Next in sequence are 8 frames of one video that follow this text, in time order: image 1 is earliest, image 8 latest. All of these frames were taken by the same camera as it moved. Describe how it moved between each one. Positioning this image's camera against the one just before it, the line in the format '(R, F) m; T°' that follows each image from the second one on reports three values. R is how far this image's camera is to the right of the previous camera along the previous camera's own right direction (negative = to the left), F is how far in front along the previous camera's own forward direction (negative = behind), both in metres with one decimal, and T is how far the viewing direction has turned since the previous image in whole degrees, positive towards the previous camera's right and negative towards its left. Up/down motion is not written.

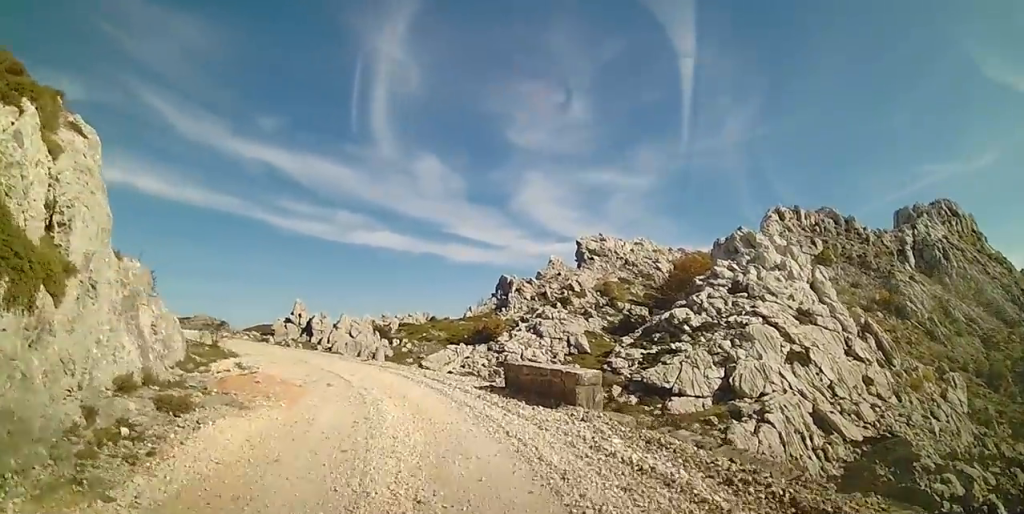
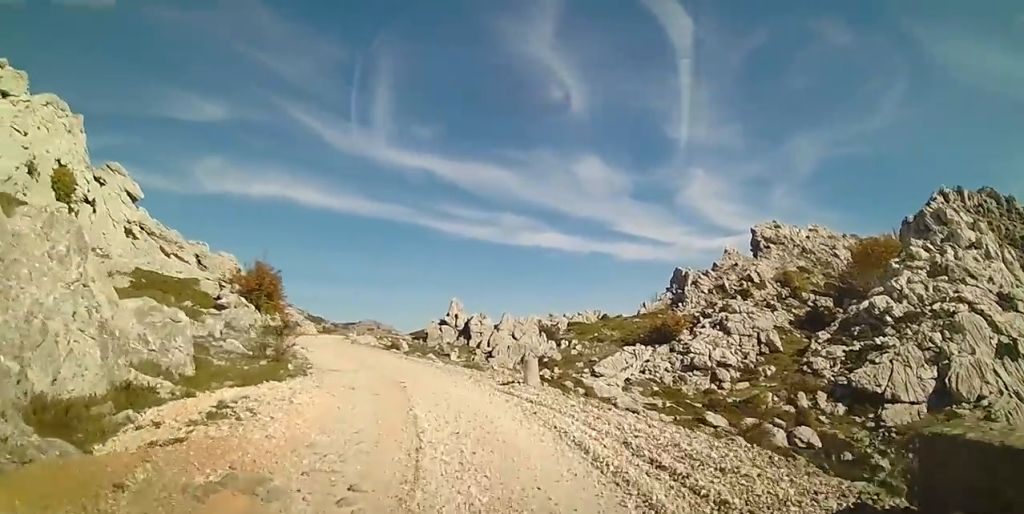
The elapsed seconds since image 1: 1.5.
(-1.4, +8.3) m; -20°
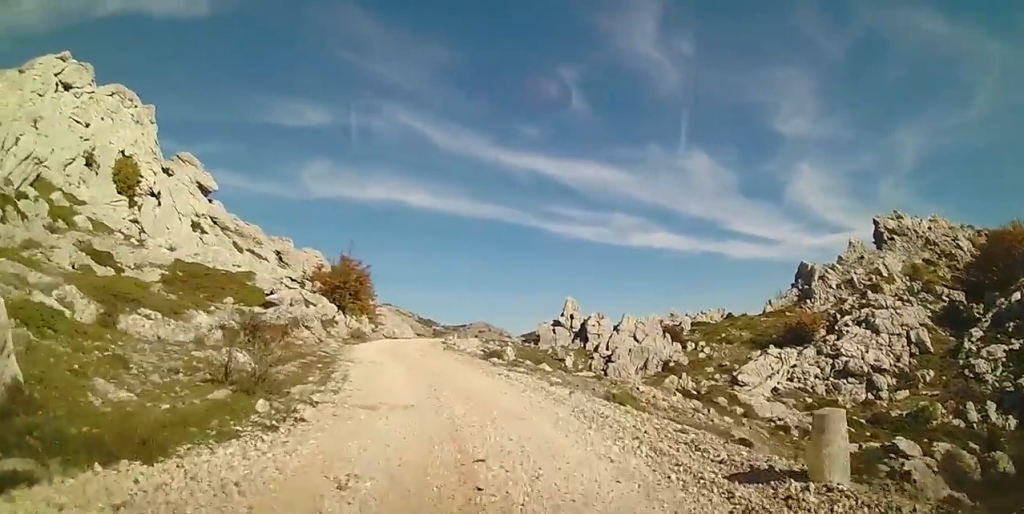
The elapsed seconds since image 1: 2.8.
(-0.9, +7.4) m; -15°
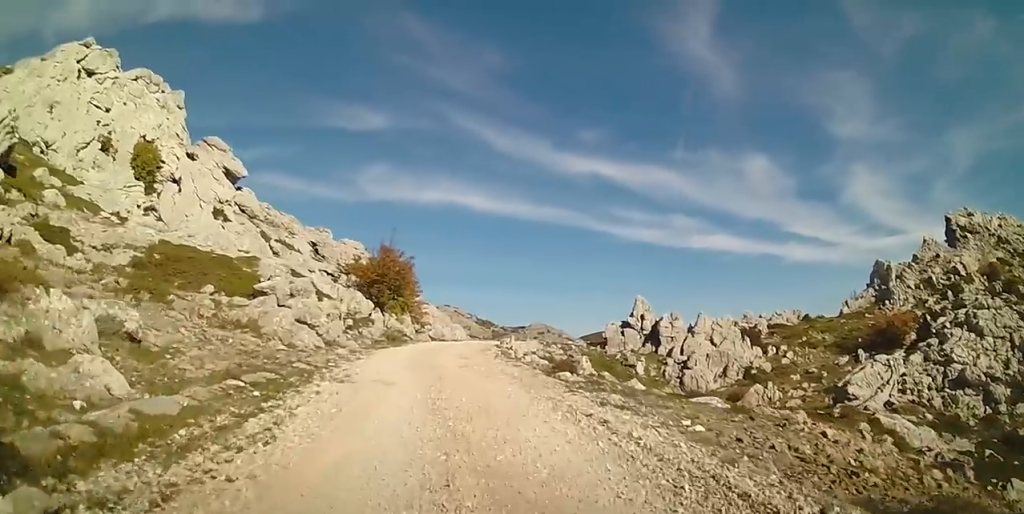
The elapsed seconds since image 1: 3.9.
(-0.6, +6.6) m; -7°
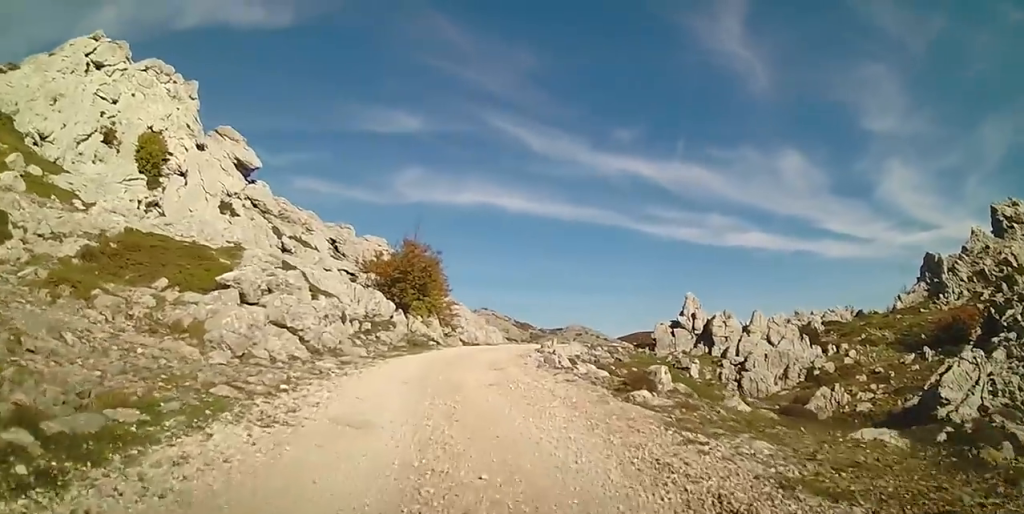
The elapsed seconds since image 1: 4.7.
(-0.2, +4.8) m; 0°
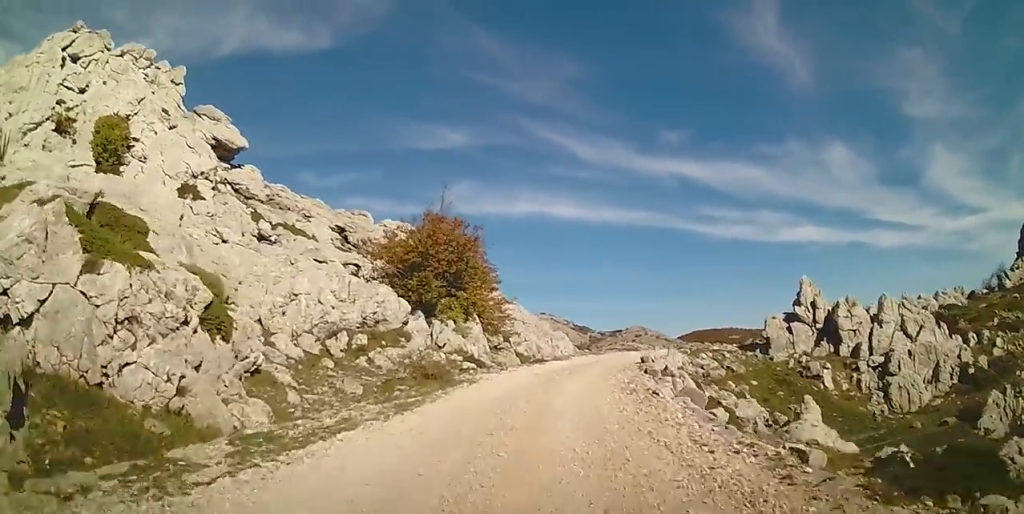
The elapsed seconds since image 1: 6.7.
(0.0, +12.9) m; -3°
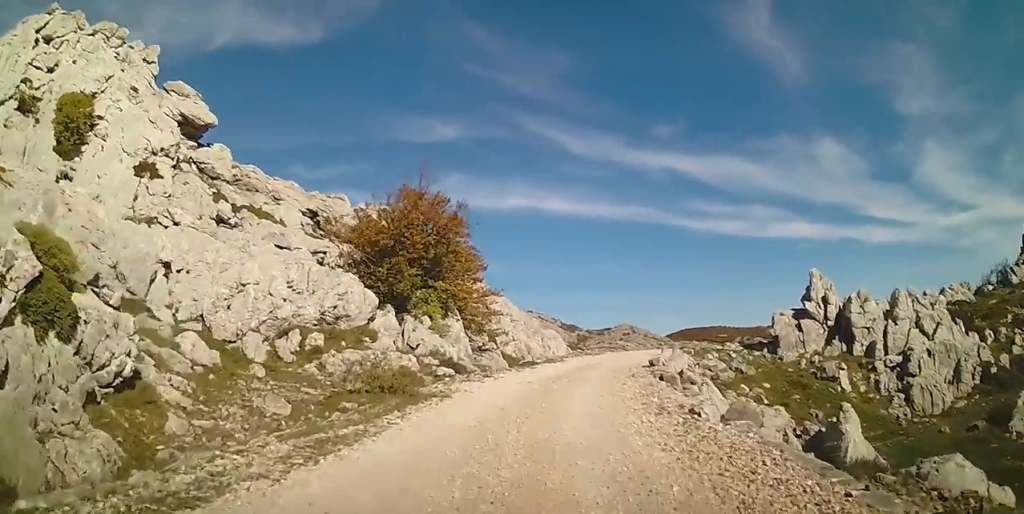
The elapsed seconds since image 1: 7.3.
(-0.1, +3.5) m; +3°
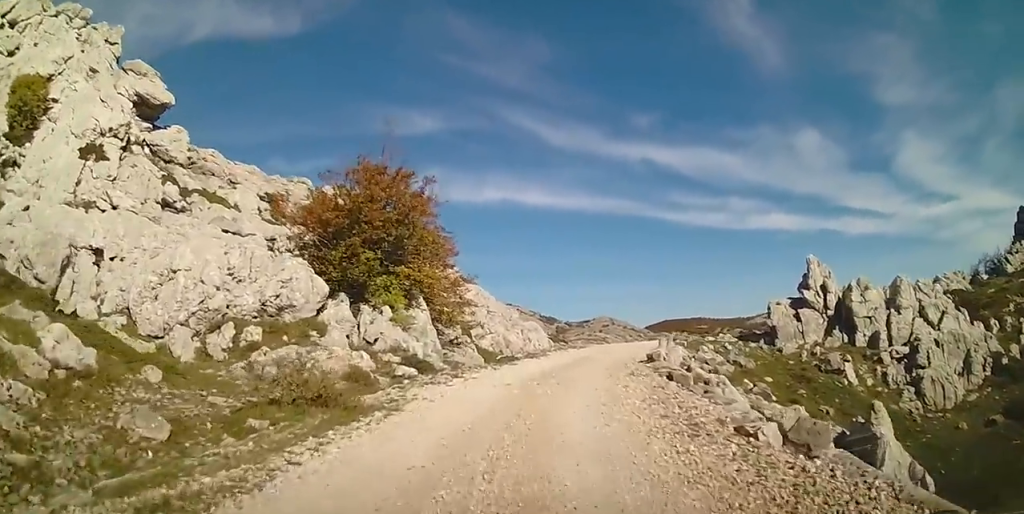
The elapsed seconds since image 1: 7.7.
(-0.2, +2.9) m; +3°
